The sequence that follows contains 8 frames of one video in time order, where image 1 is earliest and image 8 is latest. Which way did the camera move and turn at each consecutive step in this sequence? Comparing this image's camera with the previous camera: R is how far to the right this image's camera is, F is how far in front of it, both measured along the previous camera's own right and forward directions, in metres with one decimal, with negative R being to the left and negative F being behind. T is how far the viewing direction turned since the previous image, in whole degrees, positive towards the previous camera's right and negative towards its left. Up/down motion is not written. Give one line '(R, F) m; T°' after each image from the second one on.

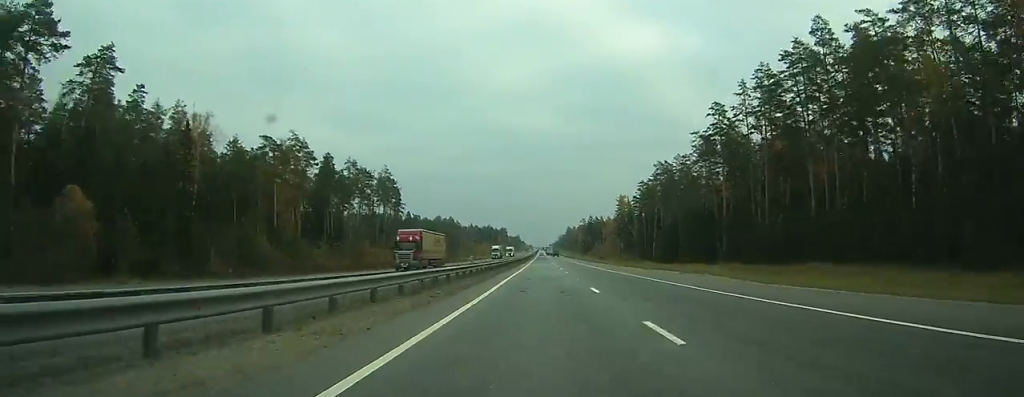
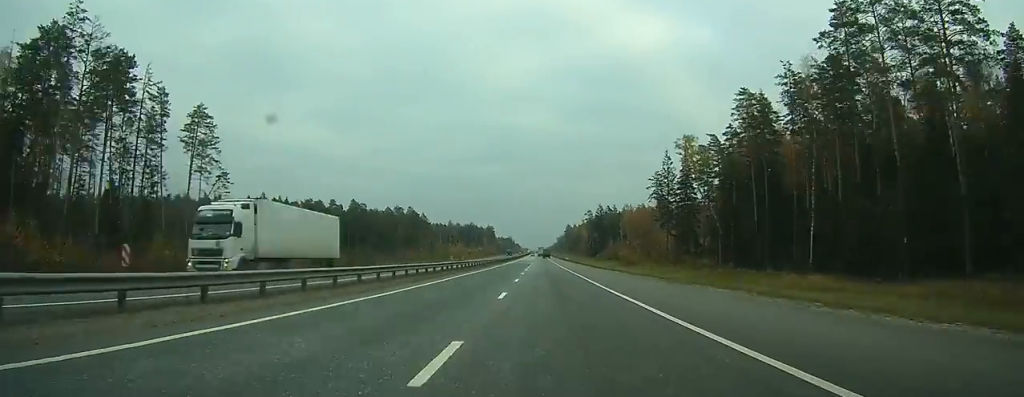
(+0.5, +116.3) m; 0°
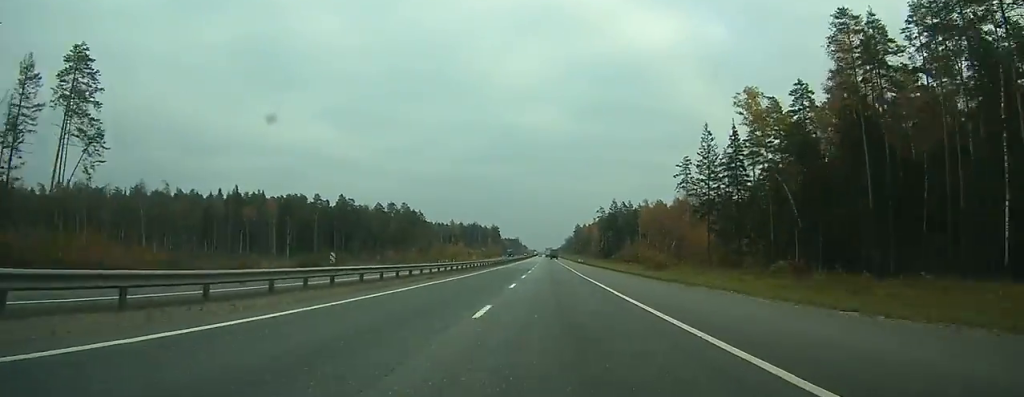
(-0.1, +29.2) m; 0°
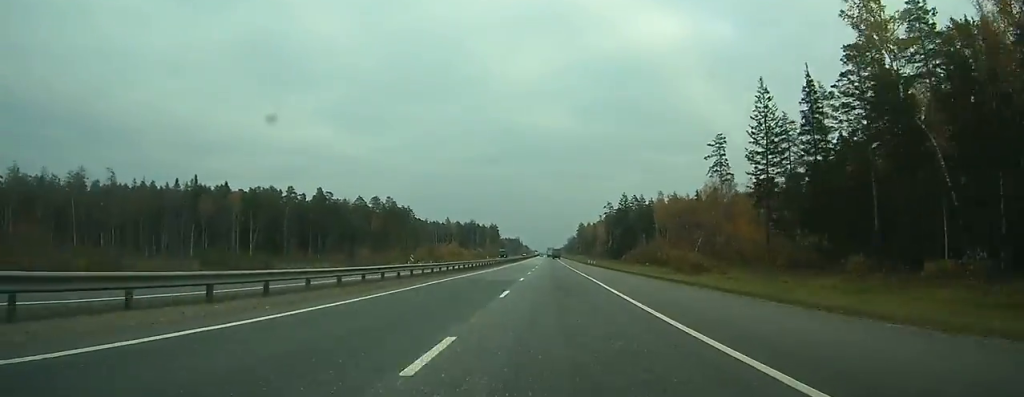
(-0.2, +28.3) m; 0°
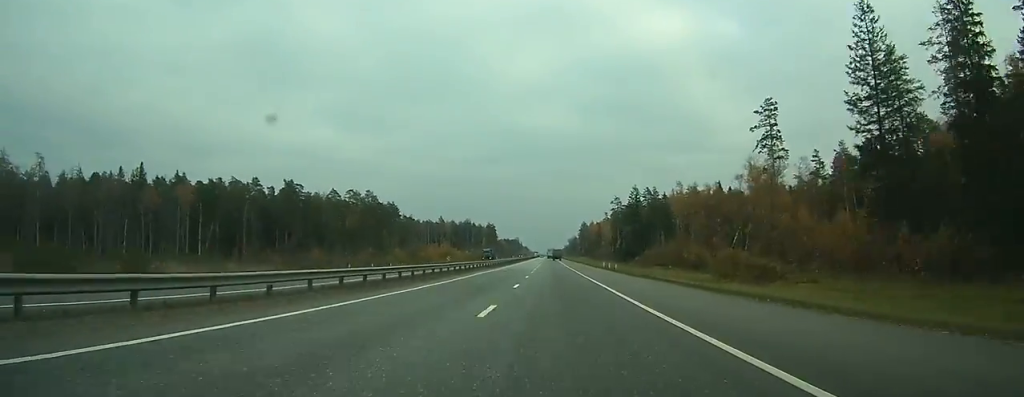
(0.0, +27.4) m; 0°
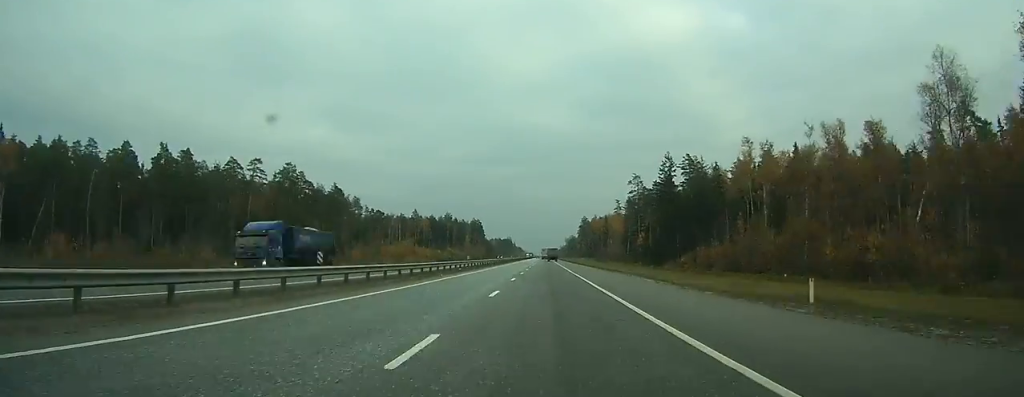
(+0.1, +62.2) m; 0°
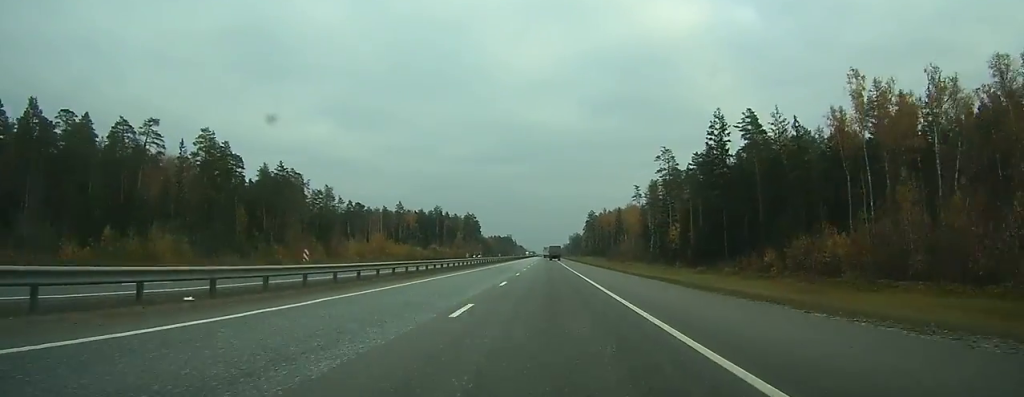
(0.0, +40.1) m; 0°
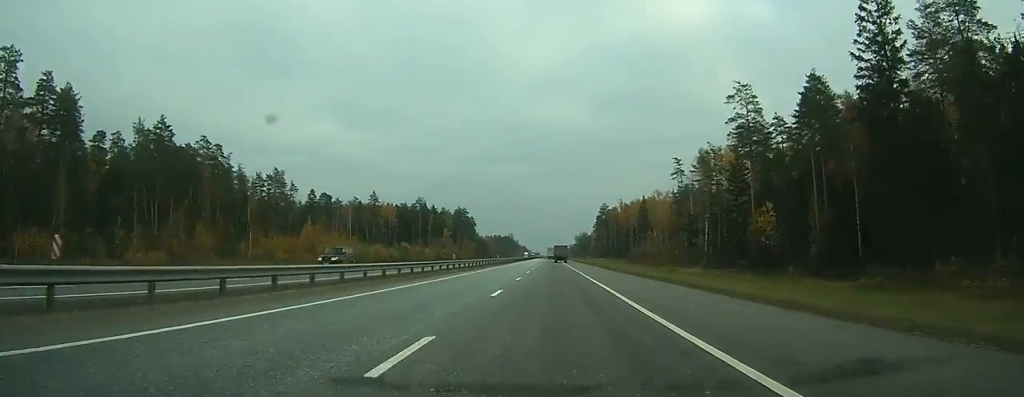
(-0.1, +50.9) m; 0°
